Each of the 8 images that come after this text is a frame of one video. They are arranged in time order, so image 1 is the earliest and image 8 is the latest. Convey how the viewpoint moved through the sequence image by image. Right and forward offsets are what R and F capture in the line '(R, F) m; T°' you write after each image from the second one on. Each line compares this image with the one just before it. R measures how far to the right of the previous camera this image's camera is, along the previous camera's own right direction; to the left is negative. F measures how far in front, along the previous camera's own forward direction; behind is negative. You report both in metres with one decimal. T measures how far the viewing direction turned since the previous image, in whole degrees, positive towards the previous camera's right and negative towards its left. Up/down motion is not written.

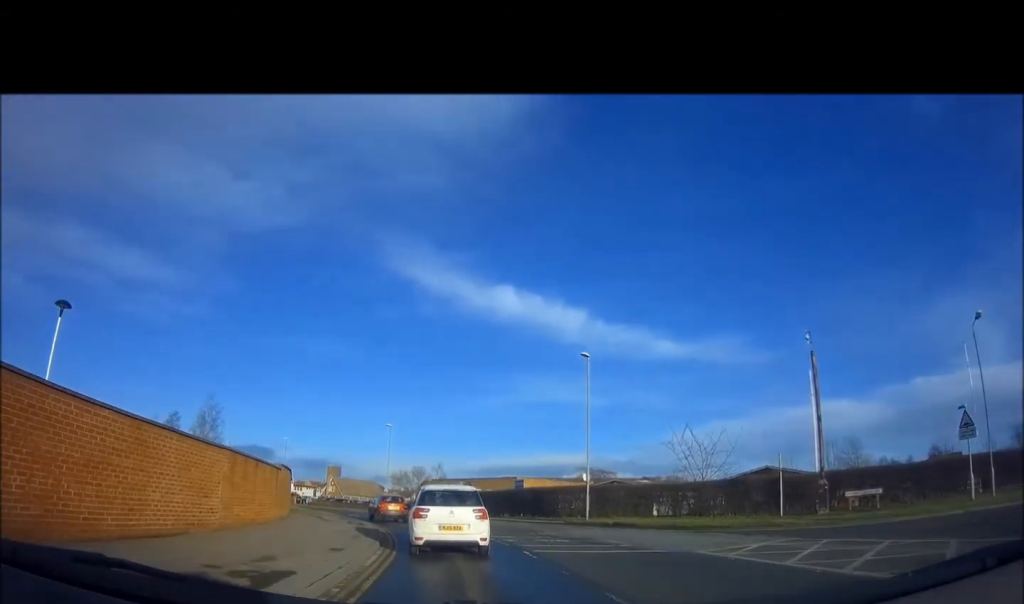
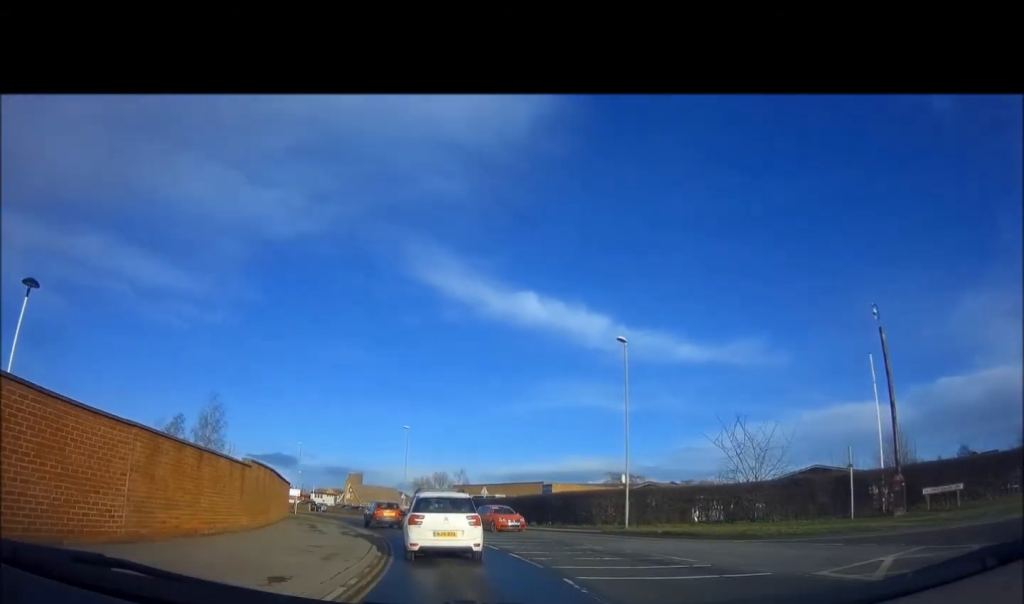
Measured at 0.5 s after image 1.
(-0.1, +4.0) m; -3°
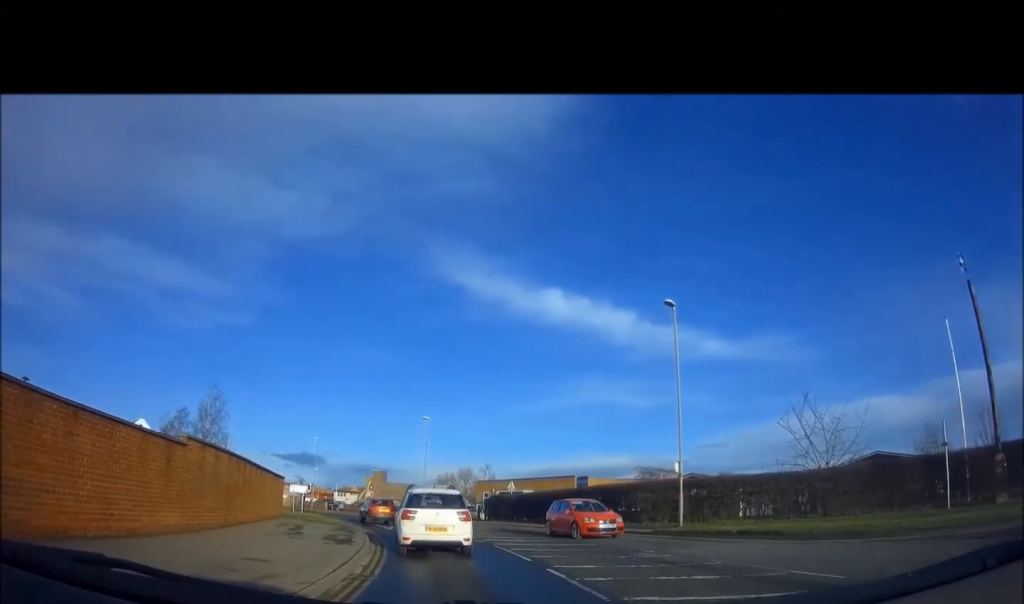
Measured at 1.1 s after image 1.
(0.0, +4.5) m; -3°
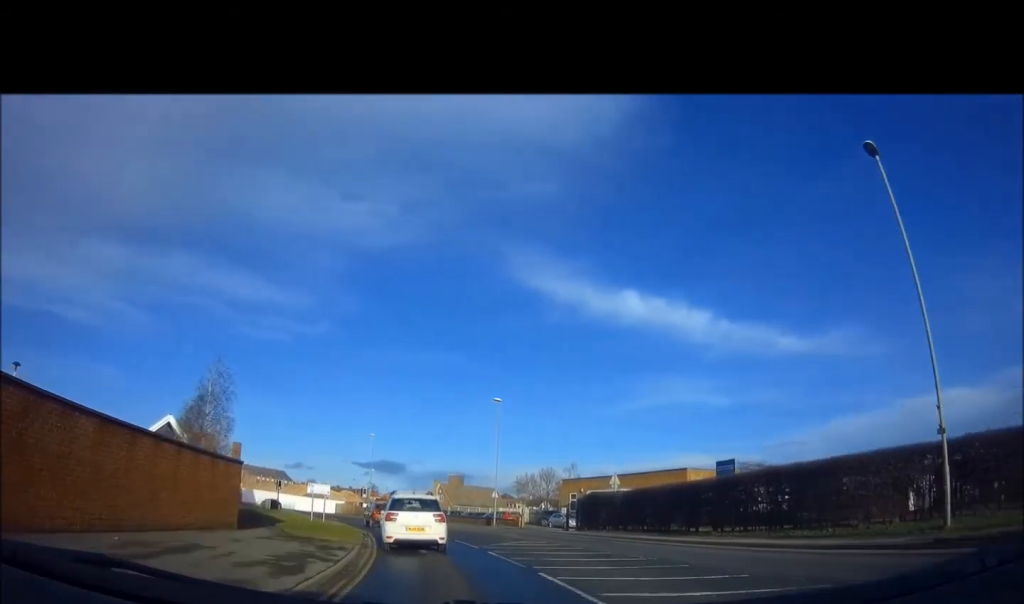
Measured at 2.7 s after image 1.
(-1.2, +11.1) m; -10°
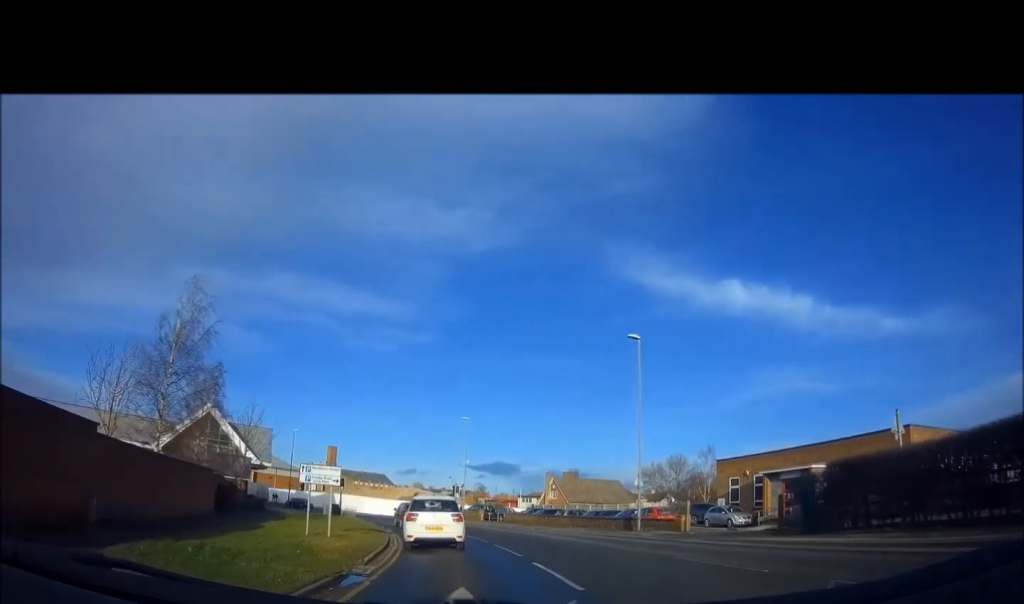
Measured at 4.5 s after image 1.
(-1.0, +14.0) m; -9°
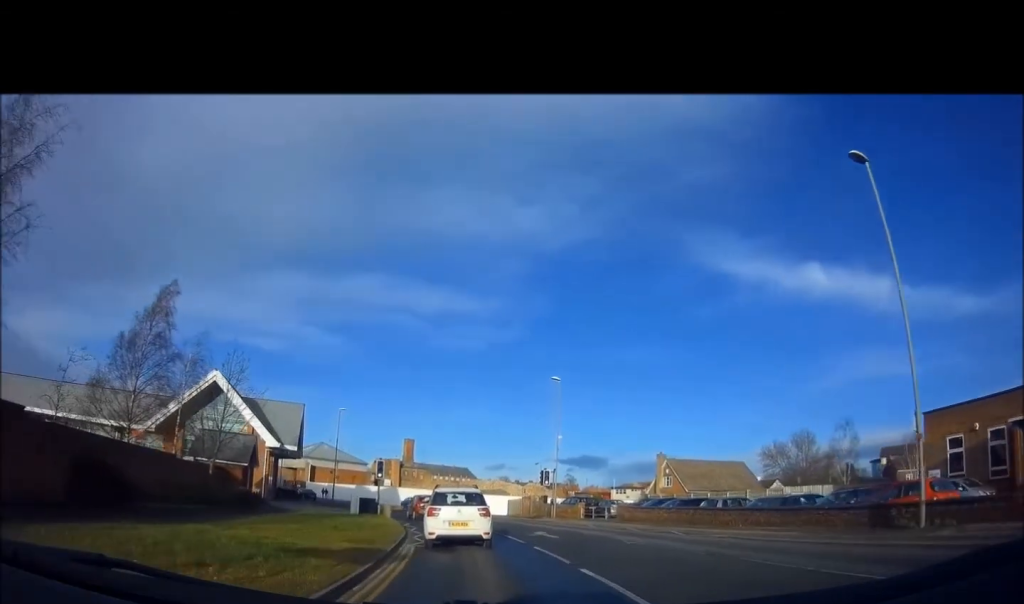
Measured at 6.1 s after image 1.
(-1.3, +14.1) m; -11°
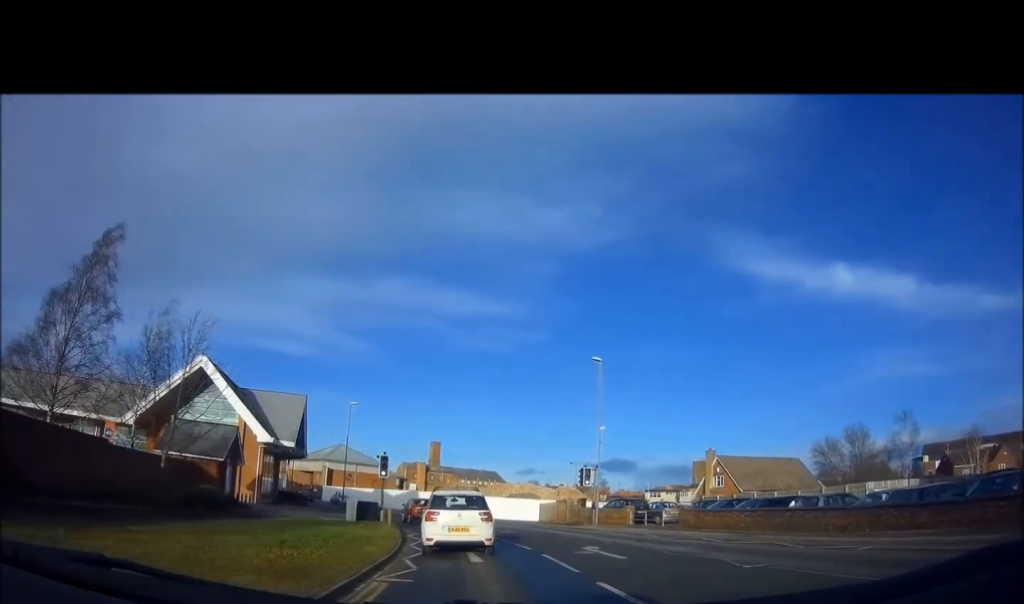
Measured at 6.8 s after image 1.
(-0.3, +6.4) m; -4°
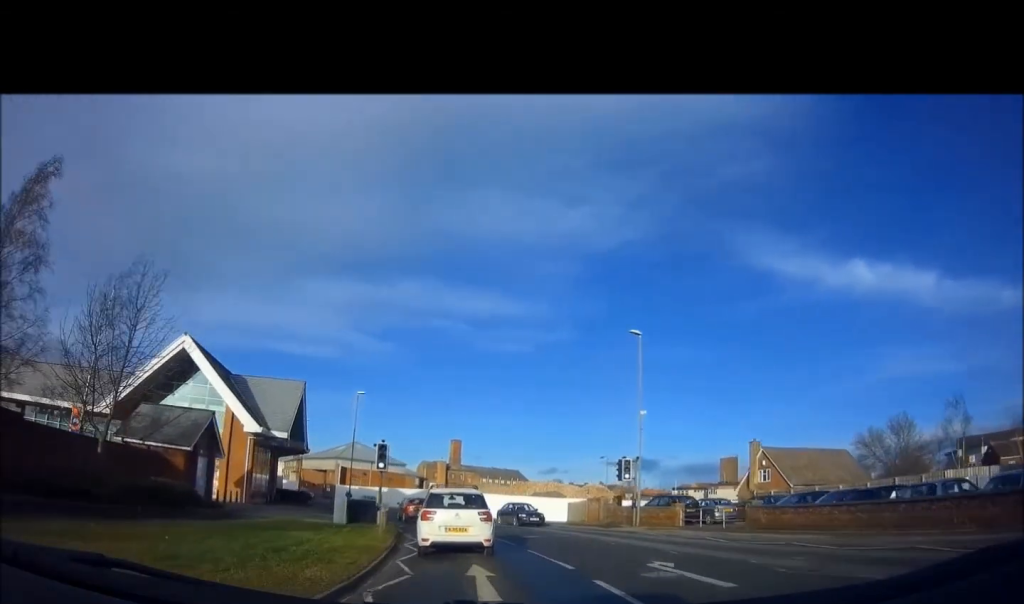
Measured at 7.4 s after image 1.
(-0.1, +5.1) m; -3°
